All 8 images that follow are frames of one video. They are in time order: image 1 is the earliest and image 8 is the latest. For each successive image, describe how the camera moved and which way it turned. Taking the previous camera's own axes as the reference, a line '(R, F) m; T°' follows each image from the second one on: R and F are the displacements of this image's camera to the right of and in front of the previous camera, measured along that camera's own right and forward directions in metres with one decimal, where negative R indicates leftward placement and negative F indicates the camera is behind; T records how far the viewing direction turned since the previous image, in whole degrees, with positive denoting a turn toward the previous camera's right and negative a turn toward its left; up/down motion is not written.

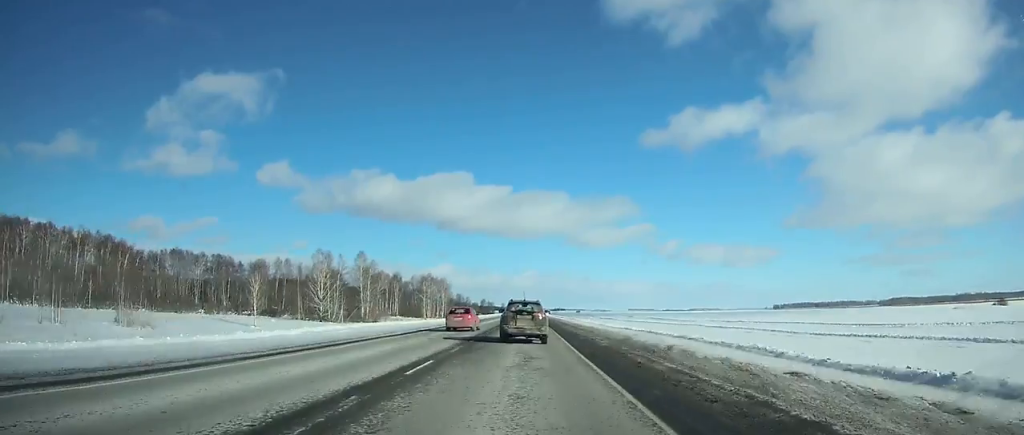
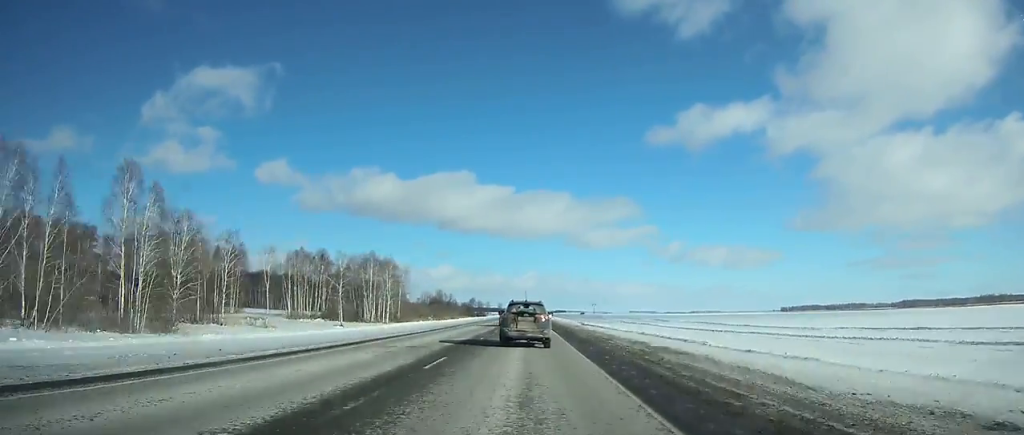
(-0.1, +72.0) m; 0°
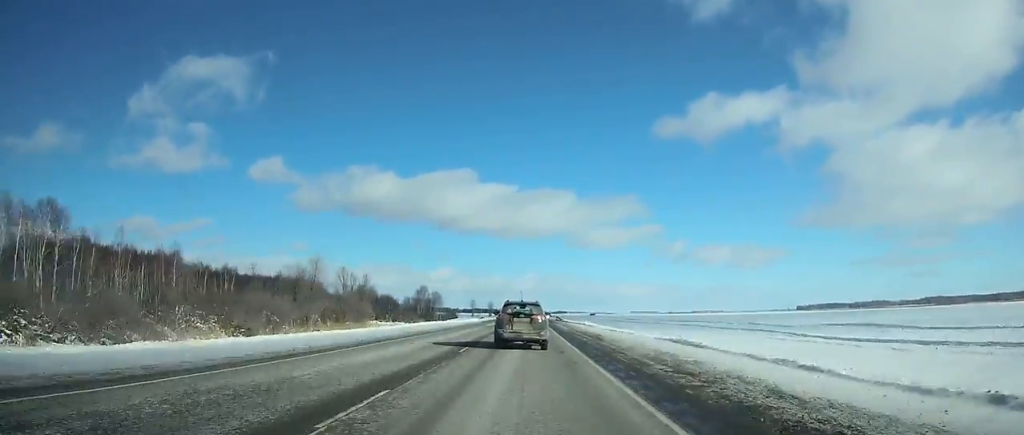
(0.0, +138.2) m; 0°
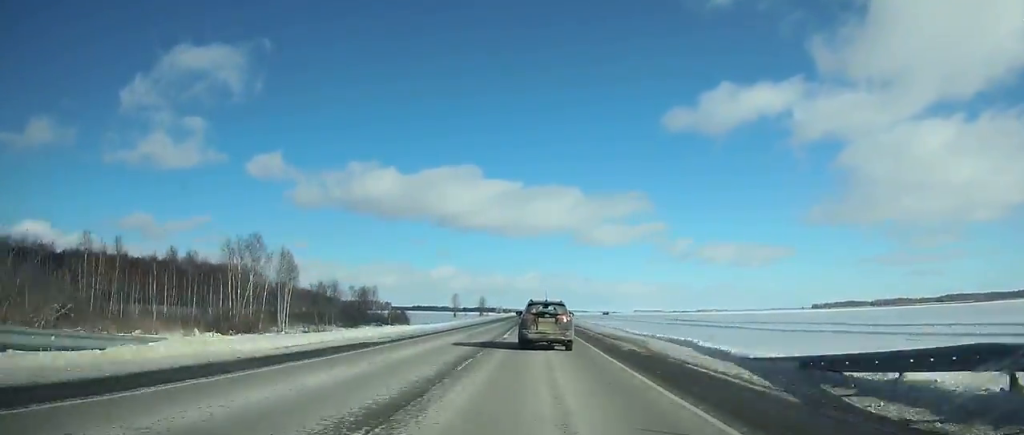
(0.0, +100.0) m; 0°
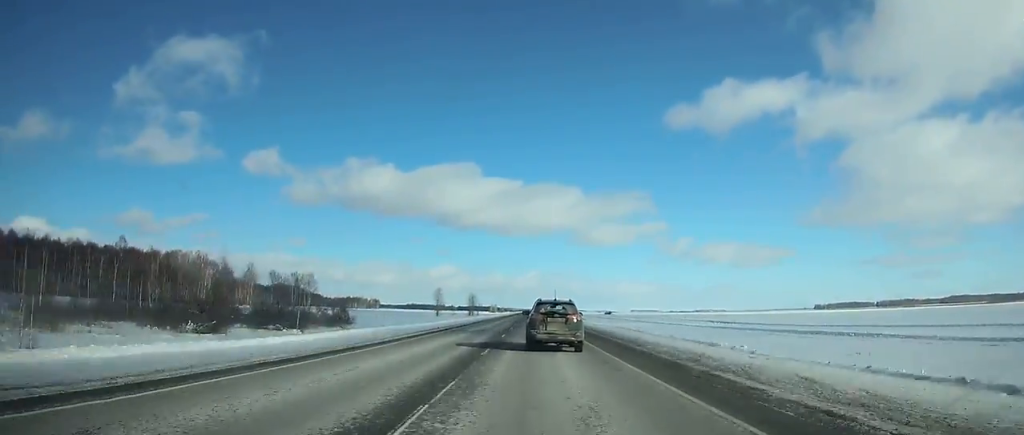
(0.0, +45.8) m; 0°
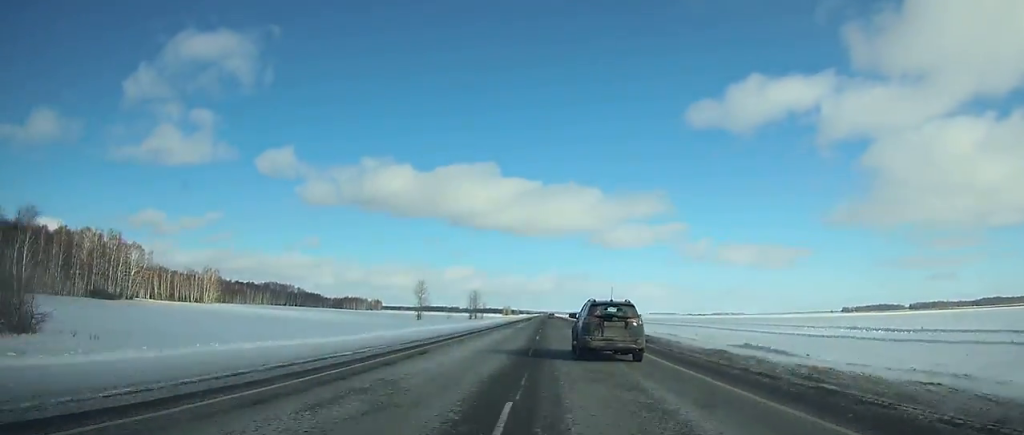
(-0.2, +74.1) m; 0°
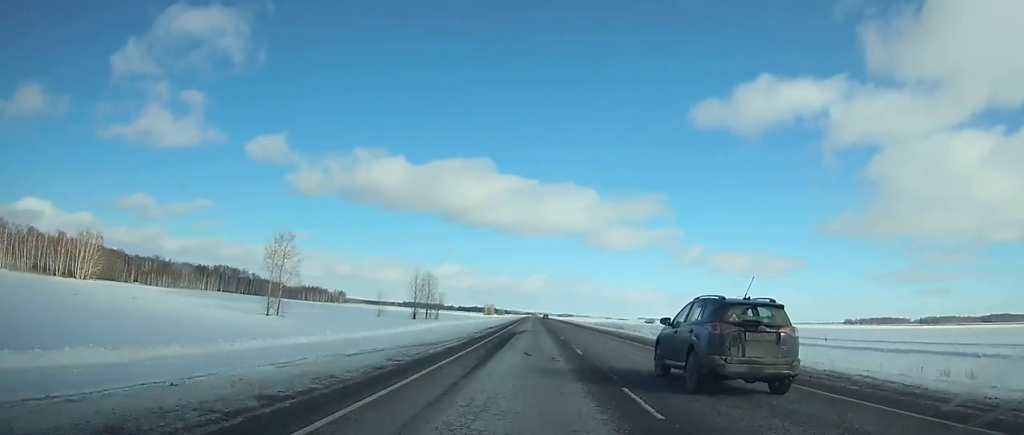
(-0.1, +96.6) m; 0°
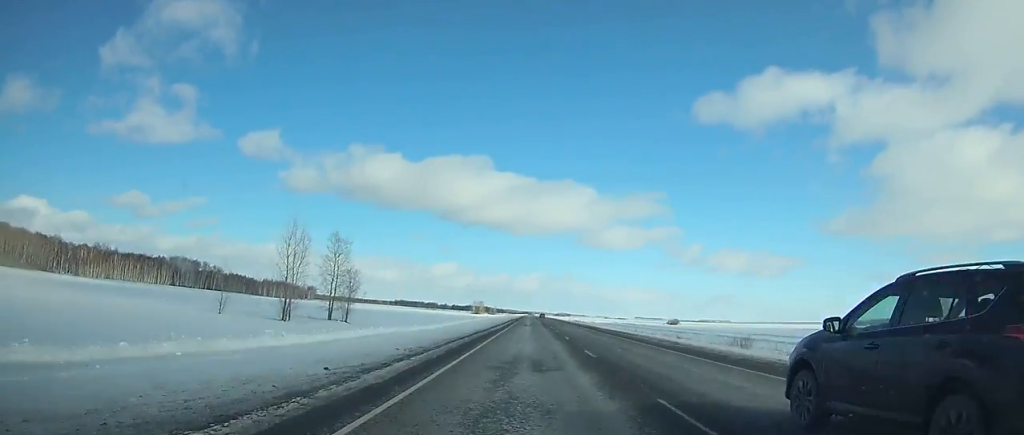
(+0.3, +71.5) m; +1°
